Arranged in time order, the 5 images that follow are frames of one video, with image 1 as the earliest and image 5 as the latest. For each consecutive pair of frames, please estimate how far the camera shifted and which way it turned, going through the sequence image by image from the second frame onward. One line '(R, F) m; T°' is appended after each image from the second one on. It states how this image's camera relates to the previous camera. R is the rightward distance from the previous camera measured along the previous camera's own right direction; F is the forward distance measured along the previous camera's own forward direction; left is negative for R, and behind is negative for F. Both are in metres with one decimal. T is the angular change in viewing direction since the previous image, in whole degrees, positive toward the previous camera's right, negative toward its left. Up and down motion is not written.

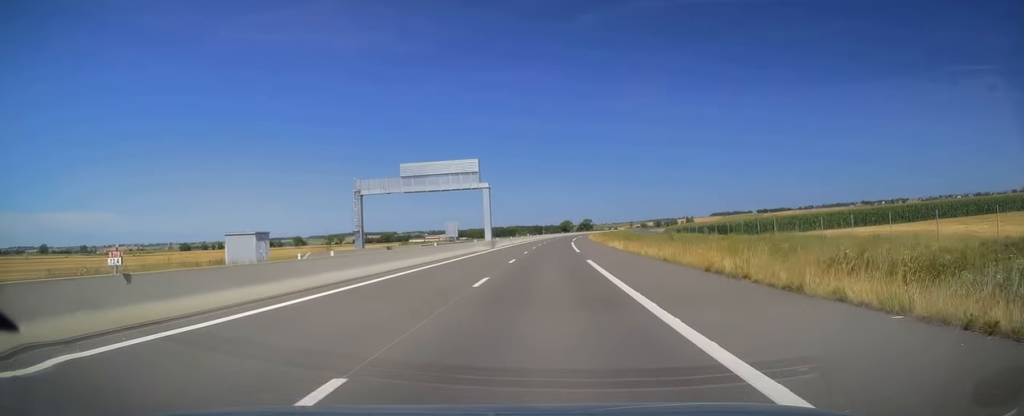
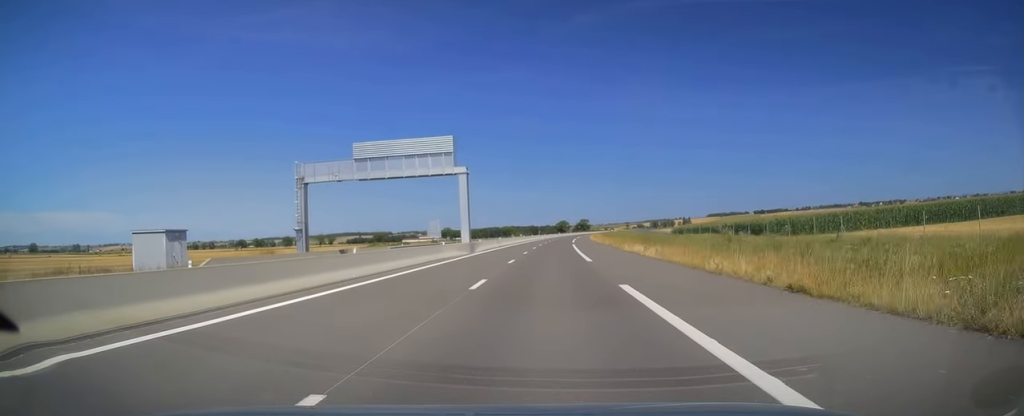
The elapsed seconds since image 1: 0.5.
(-0.1, +13.8) m; 0°
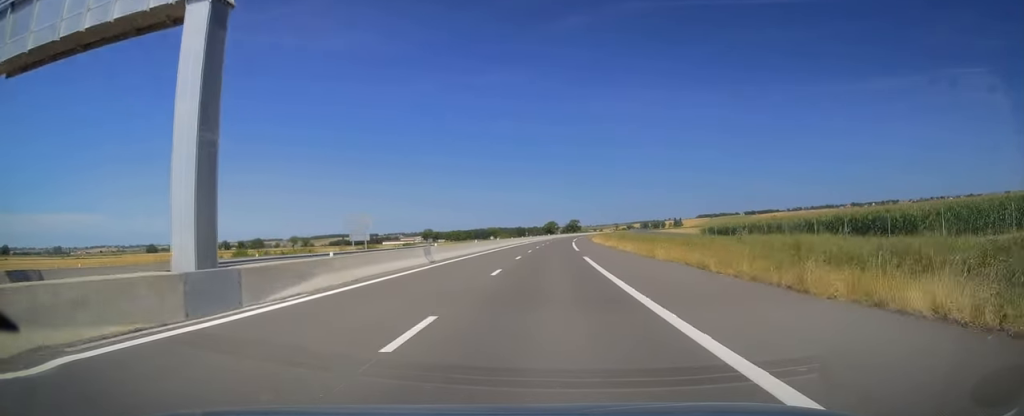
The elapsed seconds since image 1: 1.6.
(+0.4, +33.8) m; +1°
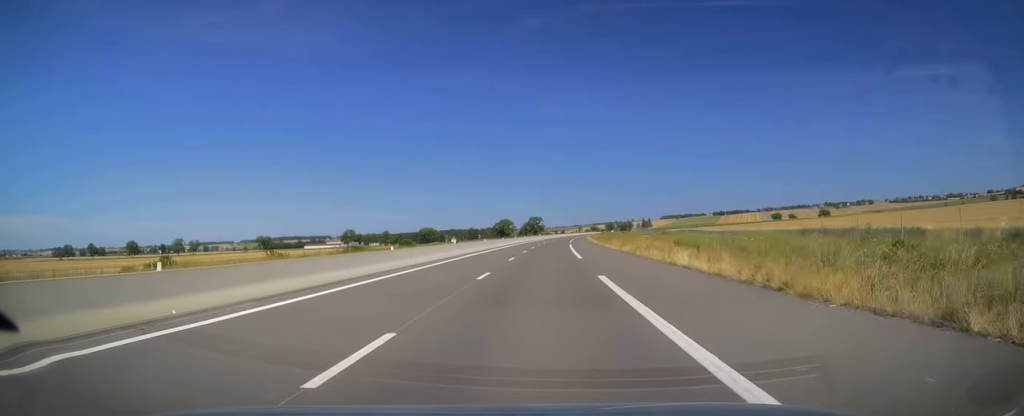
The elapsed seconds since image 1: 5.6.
(+4.2, +118.2) m; +5°
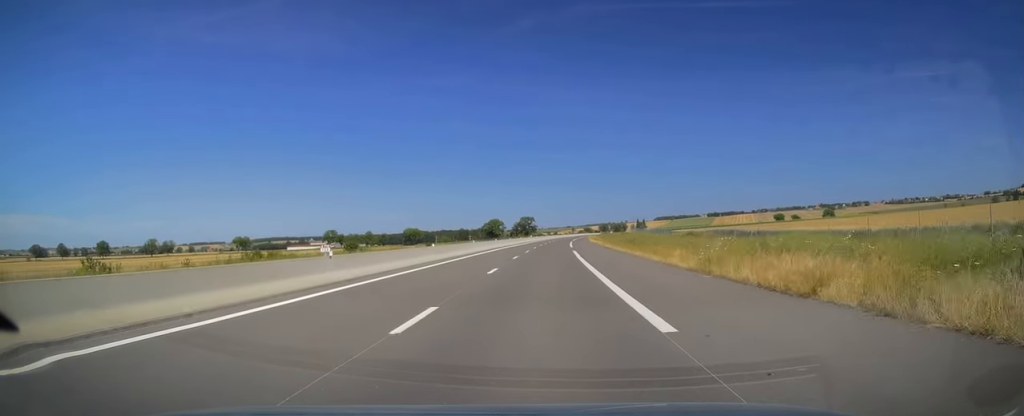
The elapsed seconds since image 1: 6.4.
(+0.4, +22.9) m; 0°
